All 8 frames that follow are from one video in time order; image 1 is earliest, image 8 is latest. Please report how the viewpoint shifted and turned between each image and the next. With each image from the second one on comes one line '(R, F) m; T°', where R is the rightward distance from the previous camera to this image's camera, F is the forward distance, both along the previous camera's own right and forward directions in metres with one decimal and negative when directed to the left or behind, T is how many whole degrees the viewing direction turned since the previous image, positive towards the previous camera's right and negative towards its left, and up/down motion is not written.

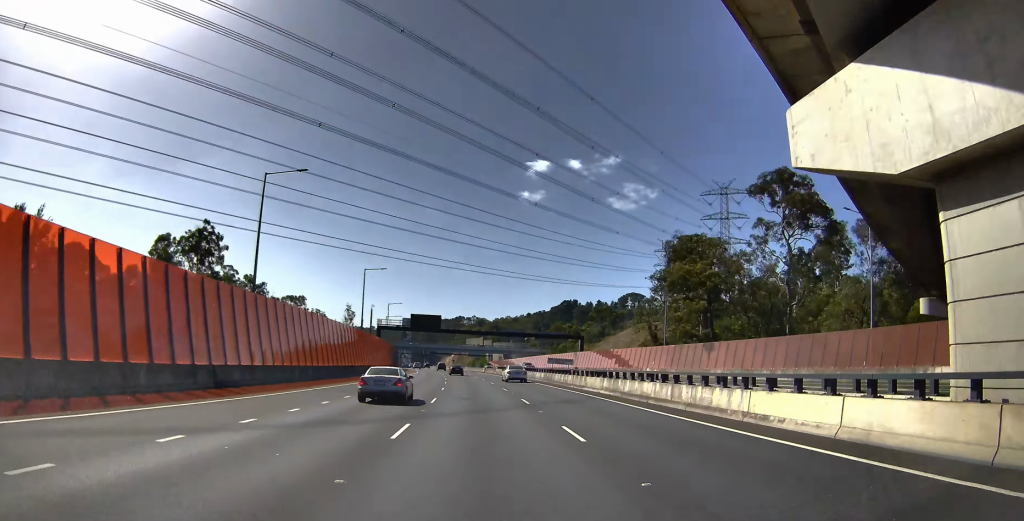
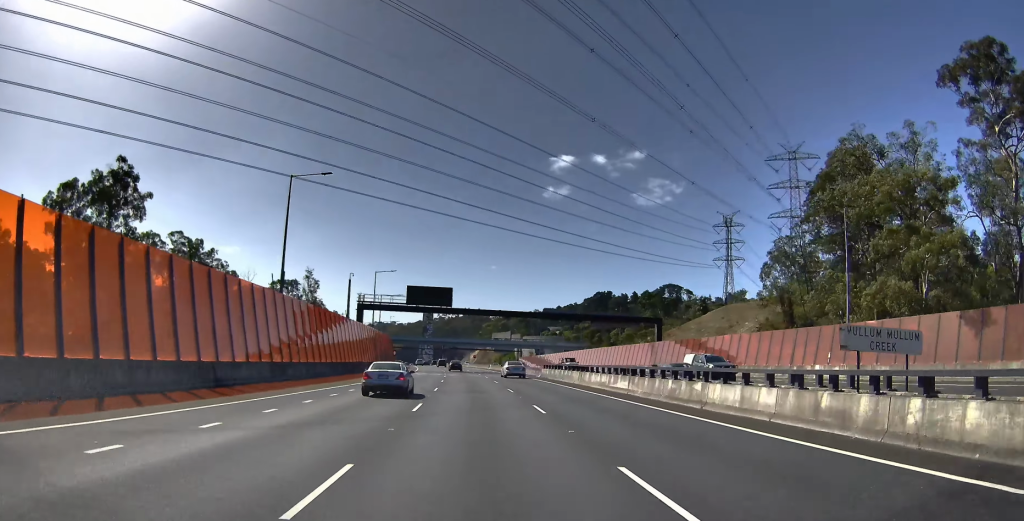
(+1.0, +46.4) m; +1°
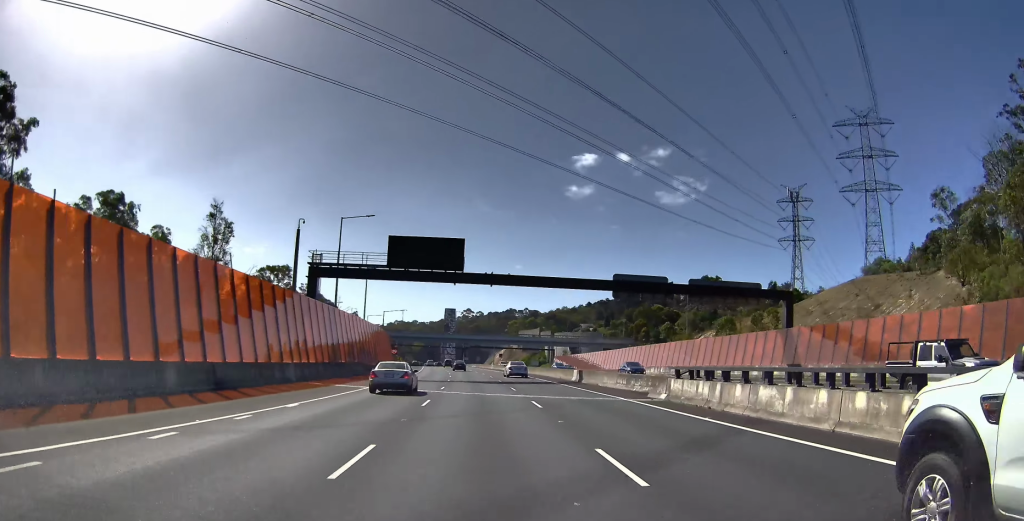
(+0.7, +31.4) m; +3°
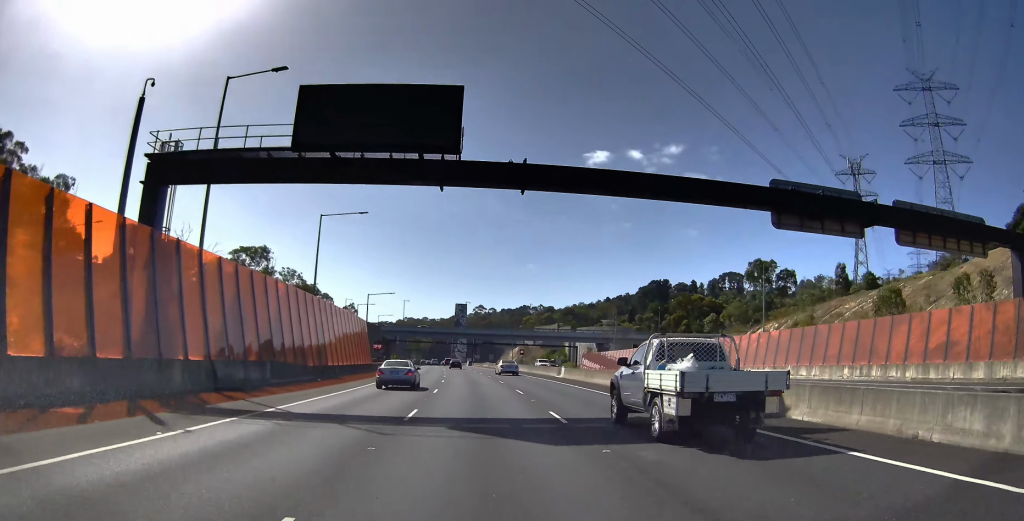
(+0.1, +22.4) m; +1°
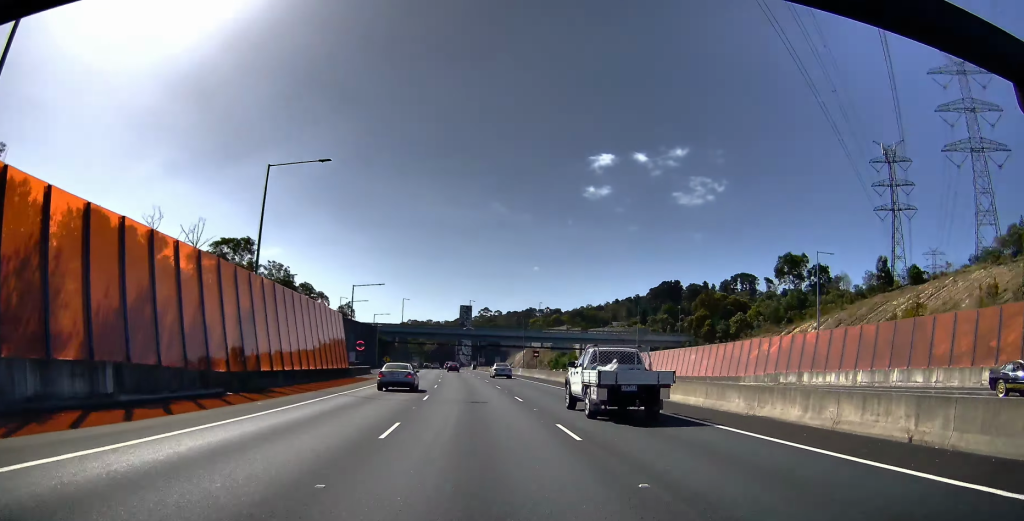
(0.0, +10.5) m; +1°
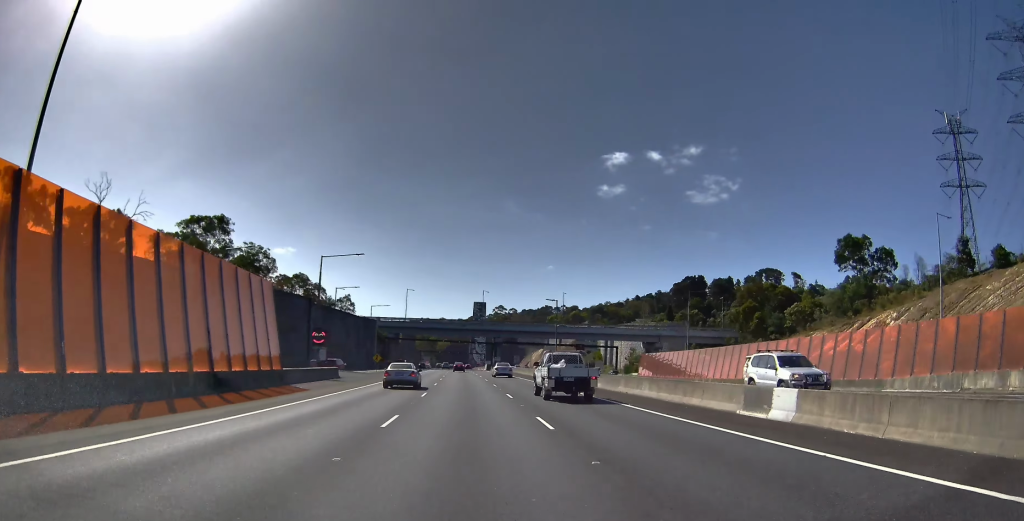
(+0.1, +16.4) m; +1°
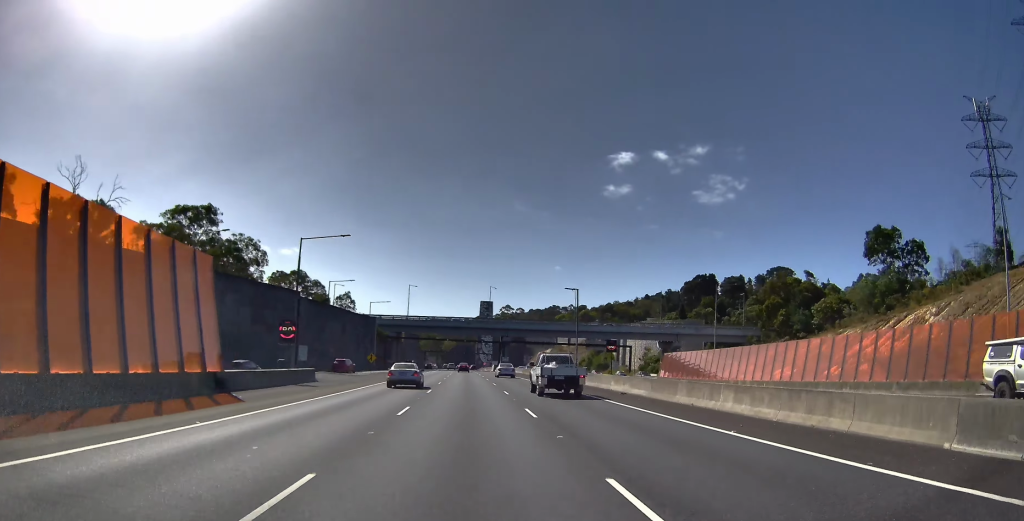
(0.0, +7.3) m; 0°
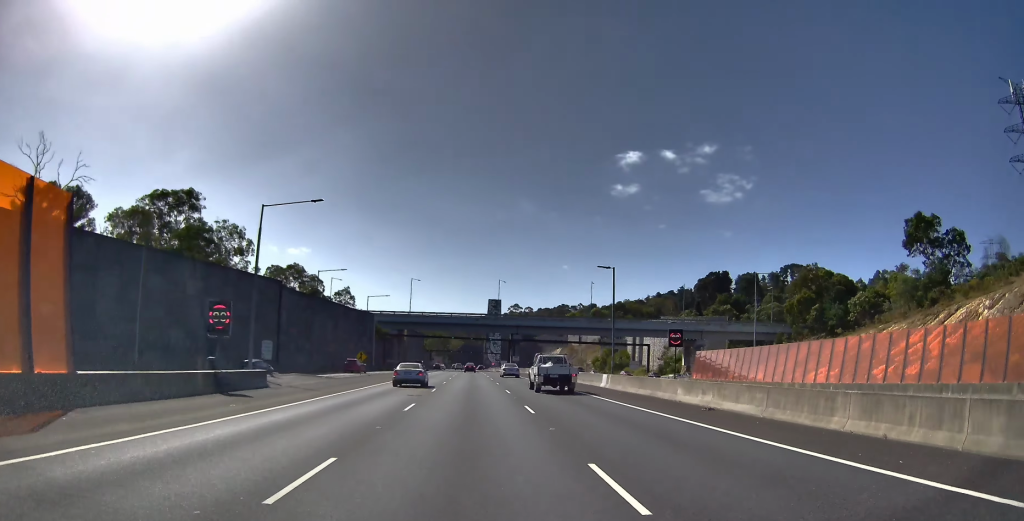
(0.0, +9.3) m; 0°
